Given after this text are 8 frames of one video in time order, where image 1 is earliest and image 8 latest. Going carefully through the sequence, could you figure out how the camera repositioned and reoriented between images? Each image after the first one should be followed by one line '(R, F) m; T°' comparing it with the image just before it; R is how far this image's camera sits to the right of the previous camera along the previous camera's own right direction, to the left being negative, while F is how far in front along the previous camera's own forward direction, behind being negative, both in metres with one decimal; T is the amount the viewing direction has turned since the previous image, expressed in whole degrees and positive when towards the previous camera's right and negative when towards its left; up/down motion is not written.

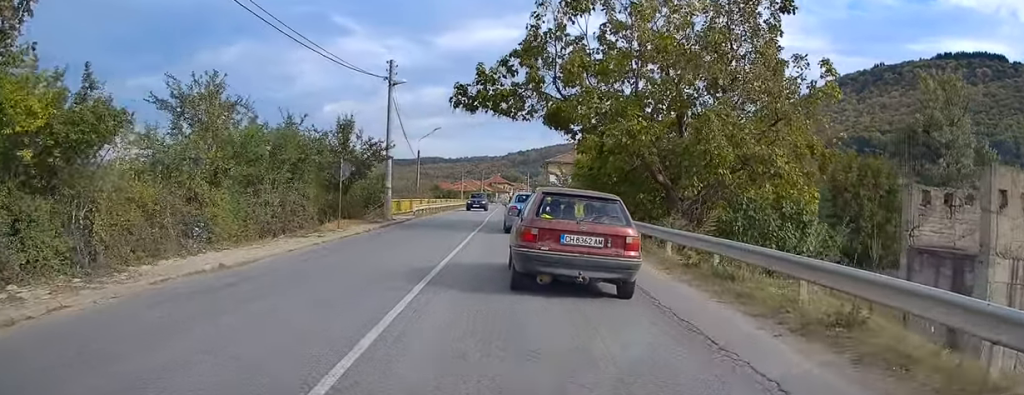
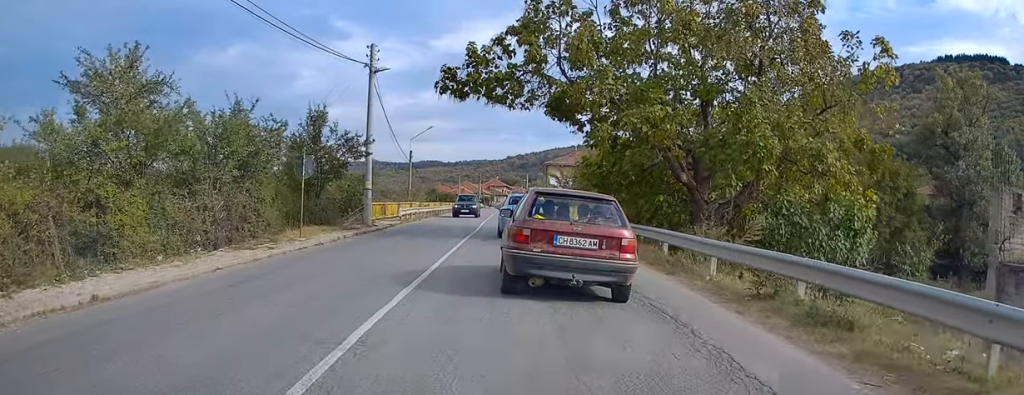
(-0.2, +4.0) m; +1°
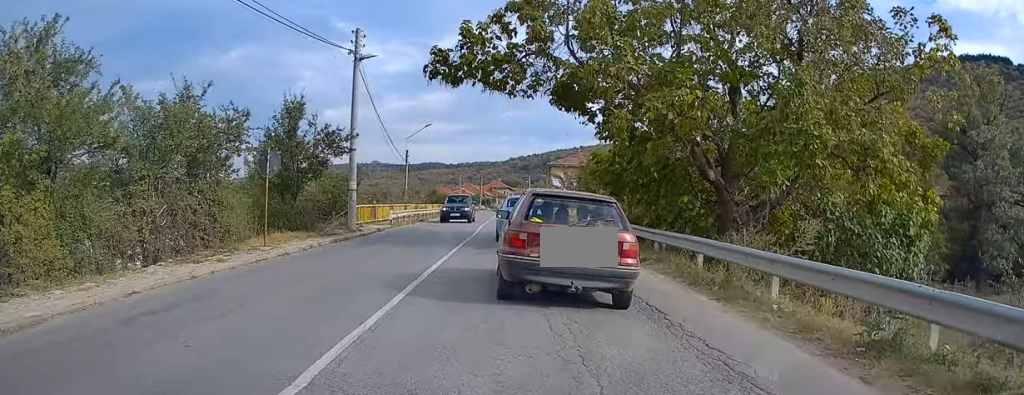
(-0.1, +3.0) m; +1°
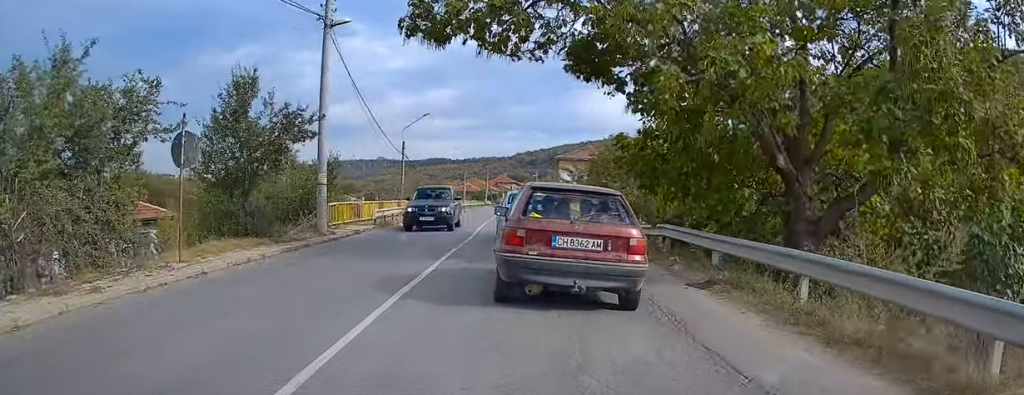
(+0.3, +4.9) m; +3°
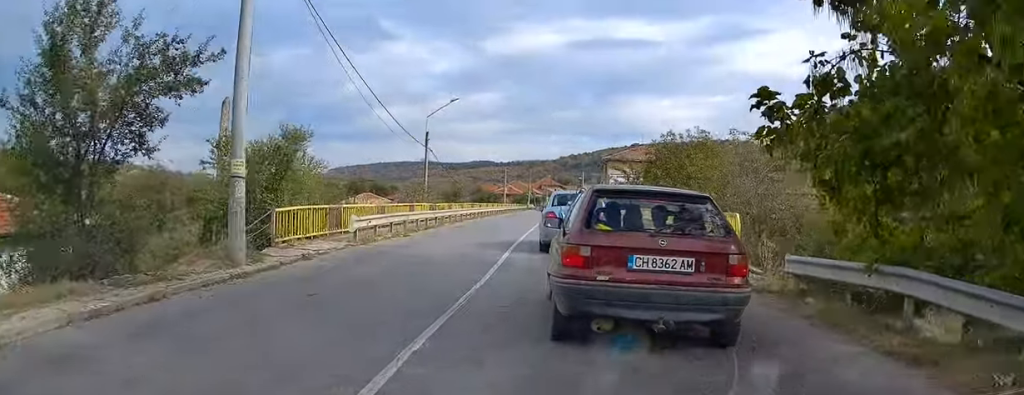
(-0.5, +9.3) m; -6°
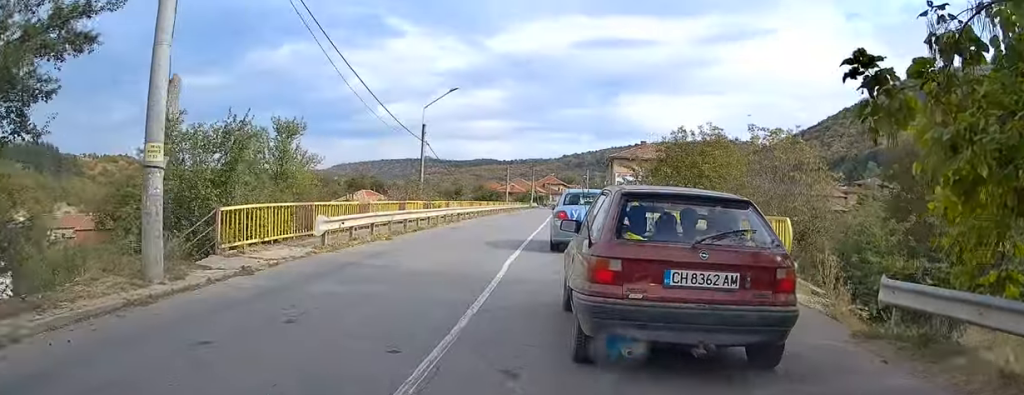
(-0.2, +3.3) m; 0°
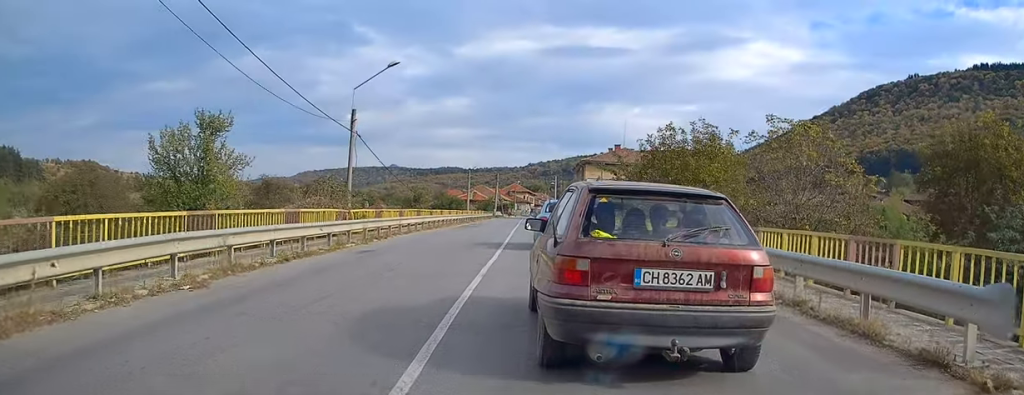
(+0.4, +9.7) m; +1°
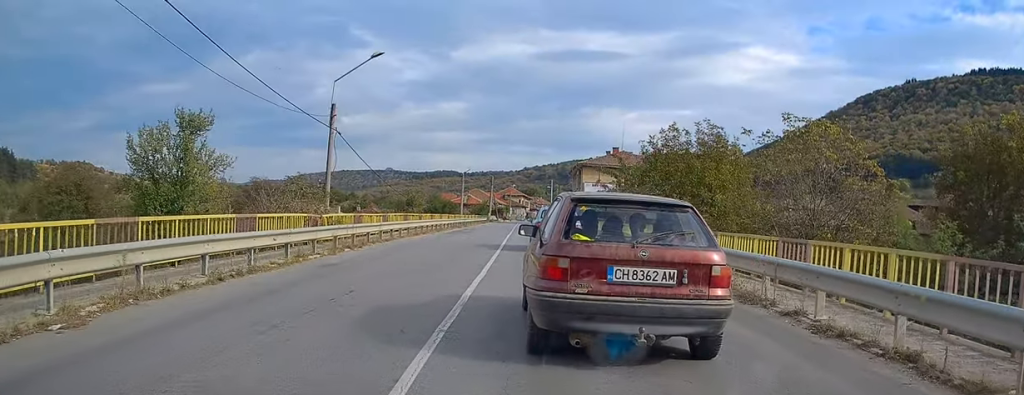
(0.0, +3.0) m; +2°
